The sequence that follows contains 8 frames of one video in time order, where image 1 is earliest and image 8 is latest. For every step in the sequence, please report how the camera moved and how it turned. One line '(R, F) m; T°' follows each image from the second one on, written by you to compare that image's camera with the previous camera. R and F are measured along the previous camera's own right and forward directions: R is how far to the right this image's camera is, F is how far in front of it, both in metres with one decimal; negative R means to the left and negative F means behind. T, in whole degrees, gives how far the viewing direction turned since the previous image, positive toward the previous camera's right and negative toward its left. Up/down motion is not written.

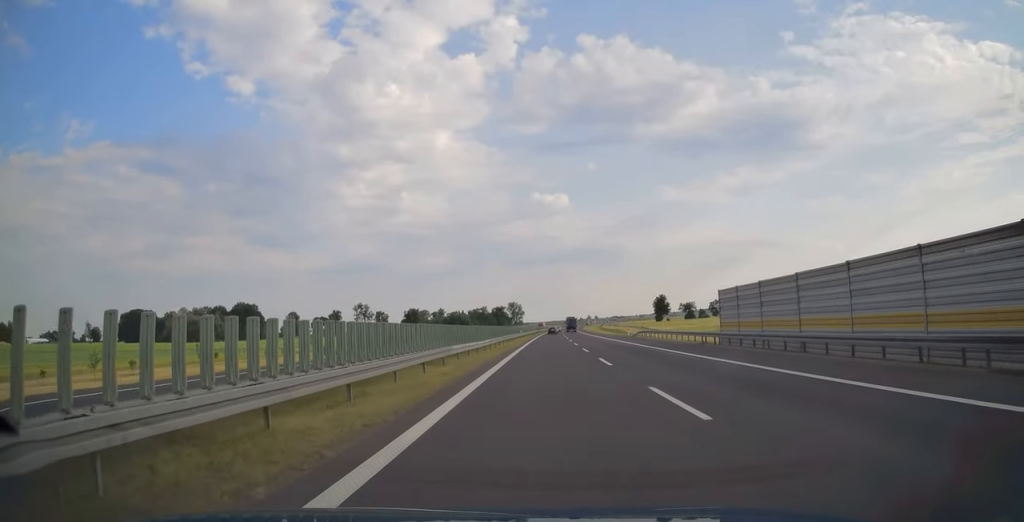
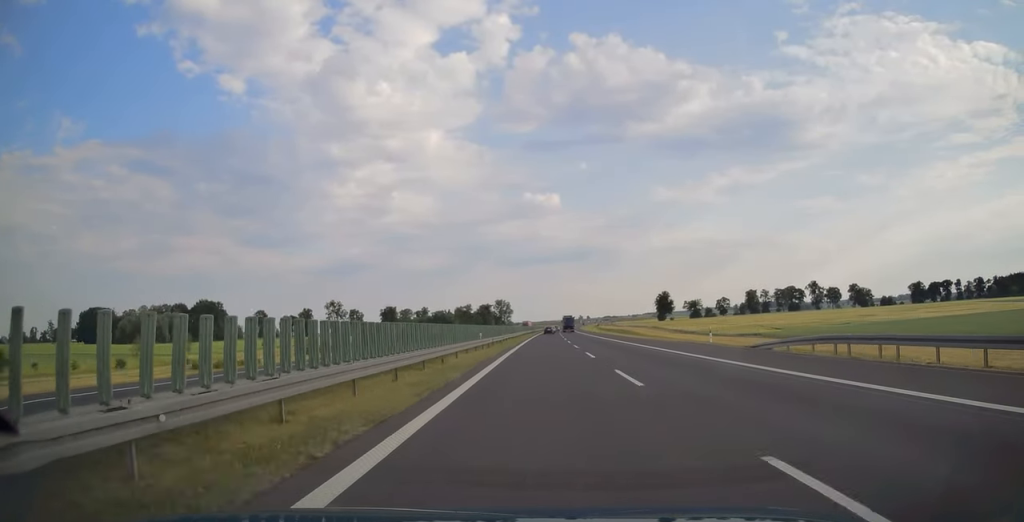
(+0.3, +43.0) m; +1°
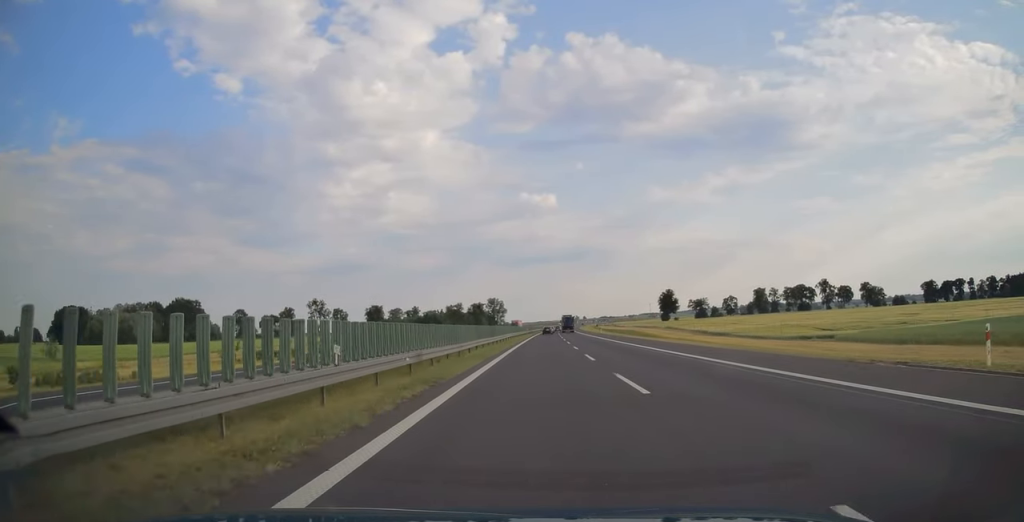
(+0.1, +25.8) m; 0°
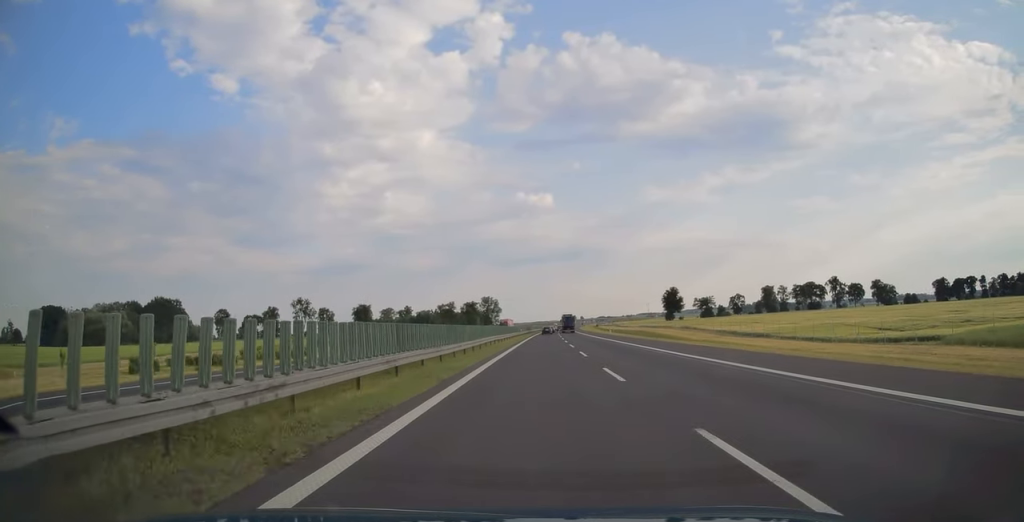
(+0.1, +21.3) m; 0°
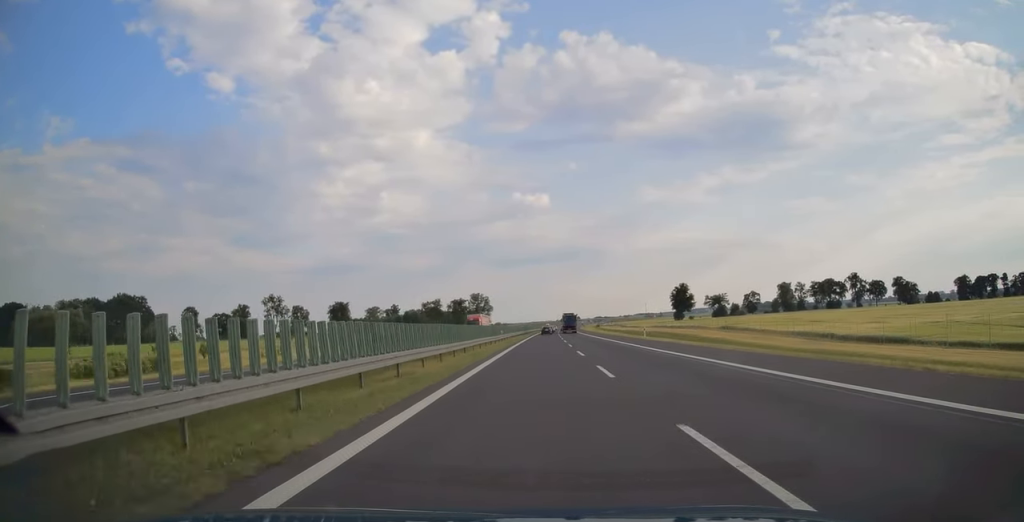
(+0.2, +35.5) m; +1°
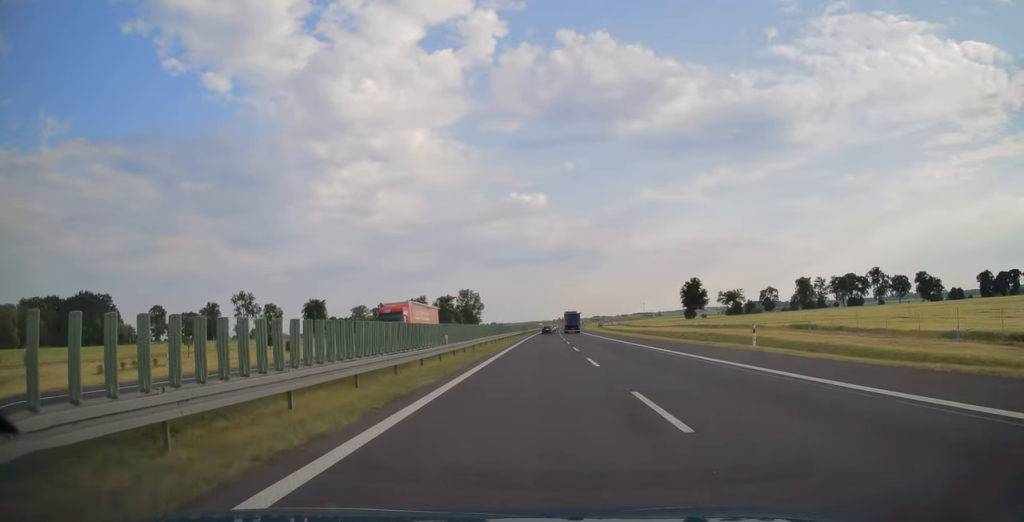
(+0.1, +32.5) m; 0°
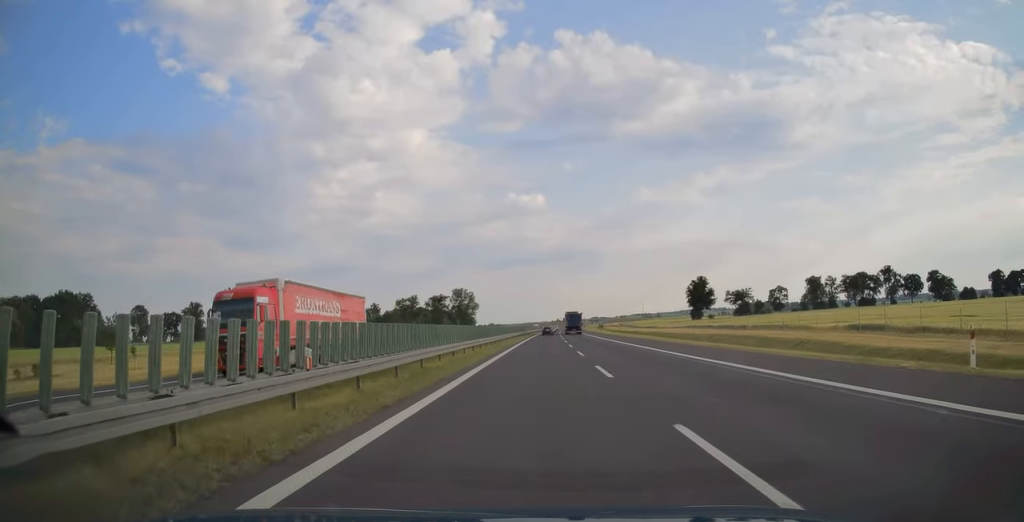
(0.0, +16.0) m; 0°
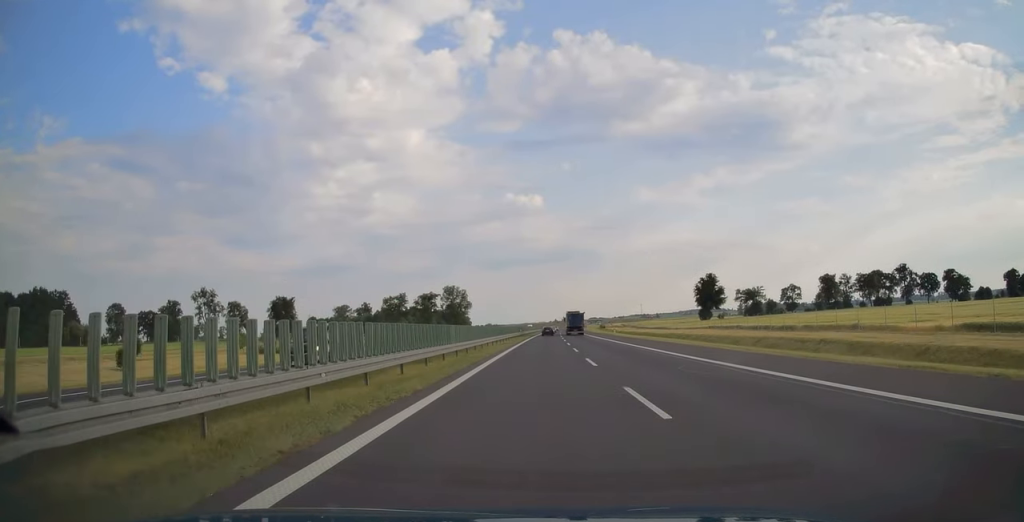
(0.0, +19.2) m; 0°
